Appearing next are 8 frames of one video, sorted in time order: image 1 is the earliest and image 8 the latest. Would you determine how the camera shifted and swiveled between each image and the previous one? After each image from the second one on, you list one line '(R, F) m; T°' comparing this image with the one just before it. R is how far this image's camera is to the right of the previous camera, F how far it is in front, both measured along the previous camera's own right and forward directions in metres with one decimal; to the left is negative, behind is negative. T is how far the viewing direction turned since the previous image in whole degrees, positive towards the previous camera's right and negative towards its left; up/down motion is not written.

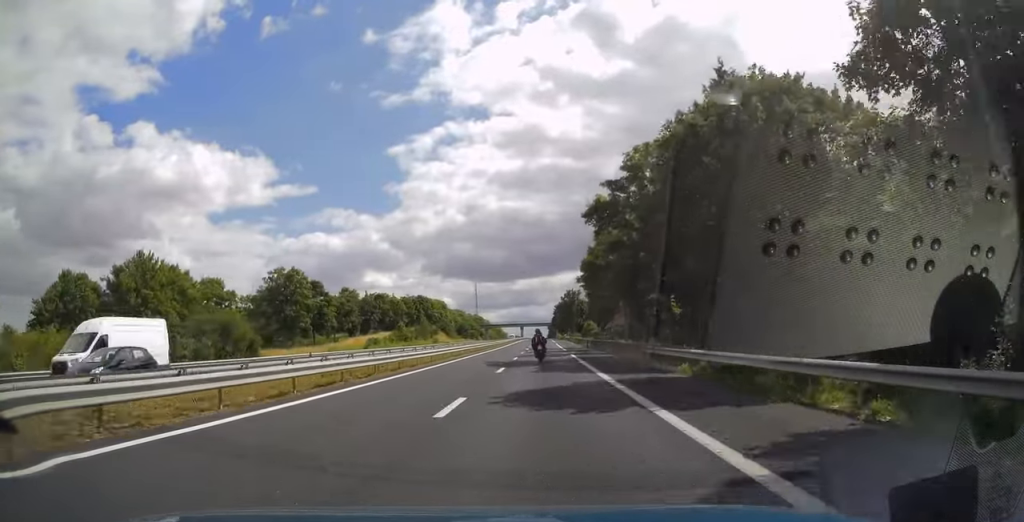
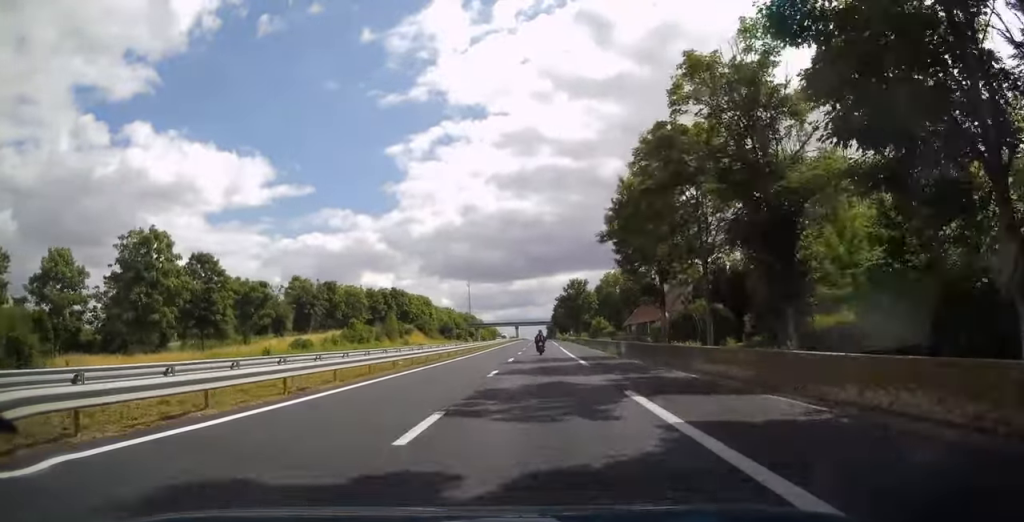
(-0.1, +29.8) m; 0°
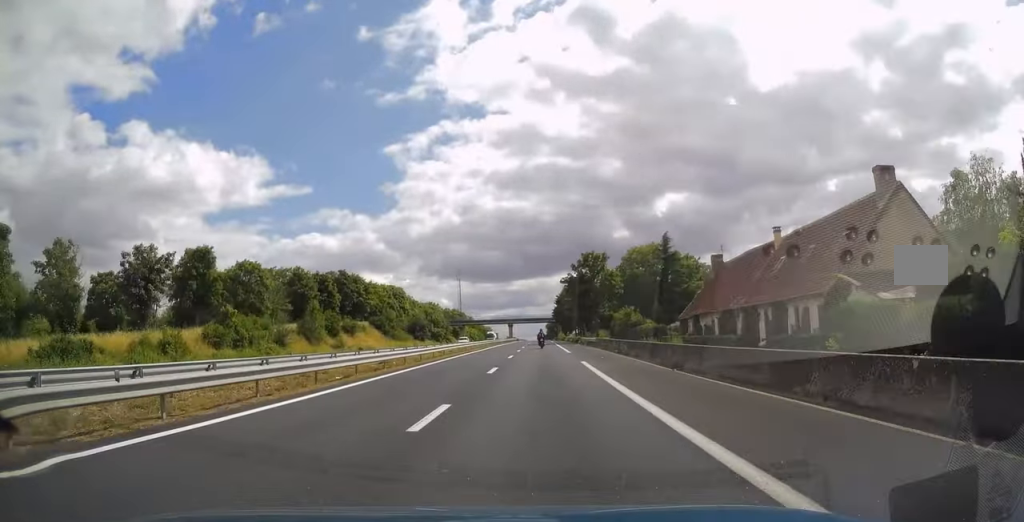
(+0.2, +41.4) m; 0°
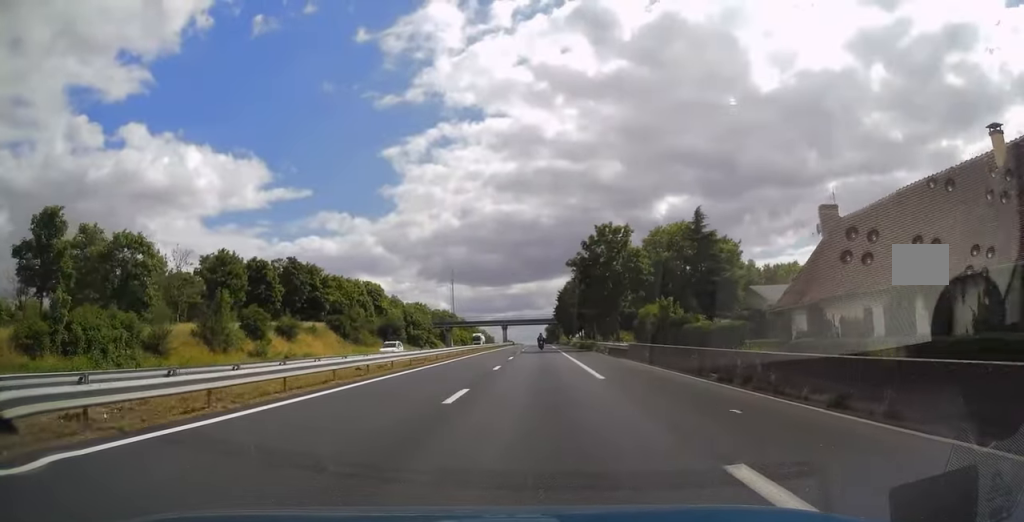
(0.0, +21.6) m; 0°
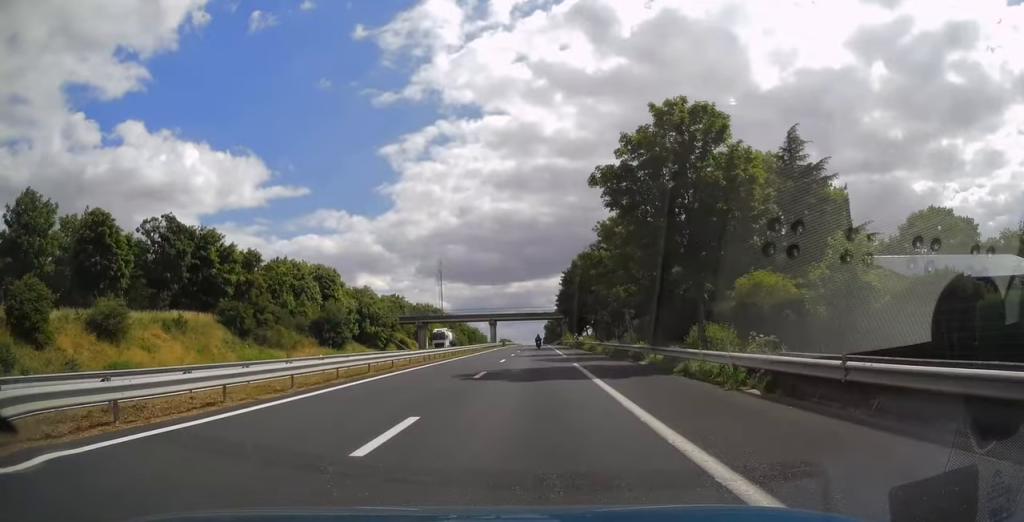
(0.0, +30.1) m; 0°
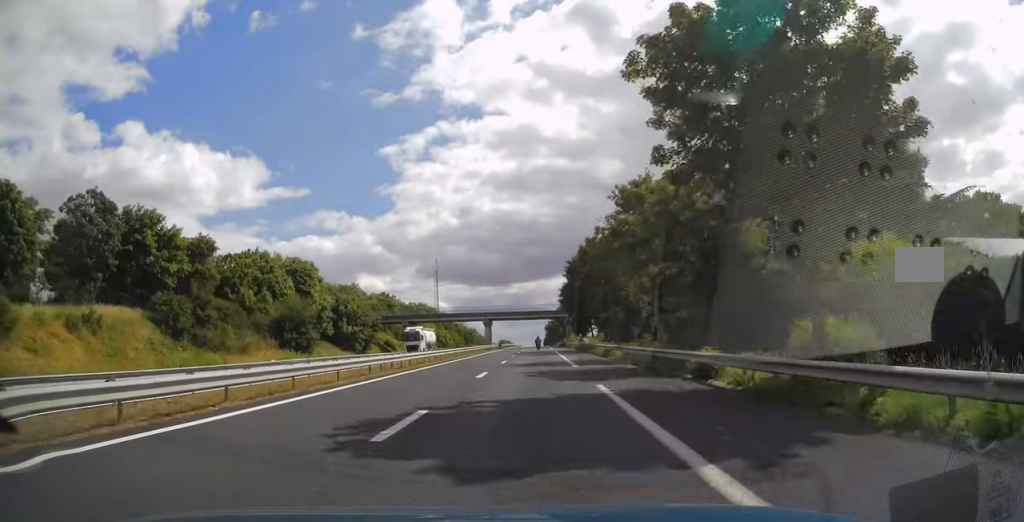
(0.0, +11.9) m; 0°
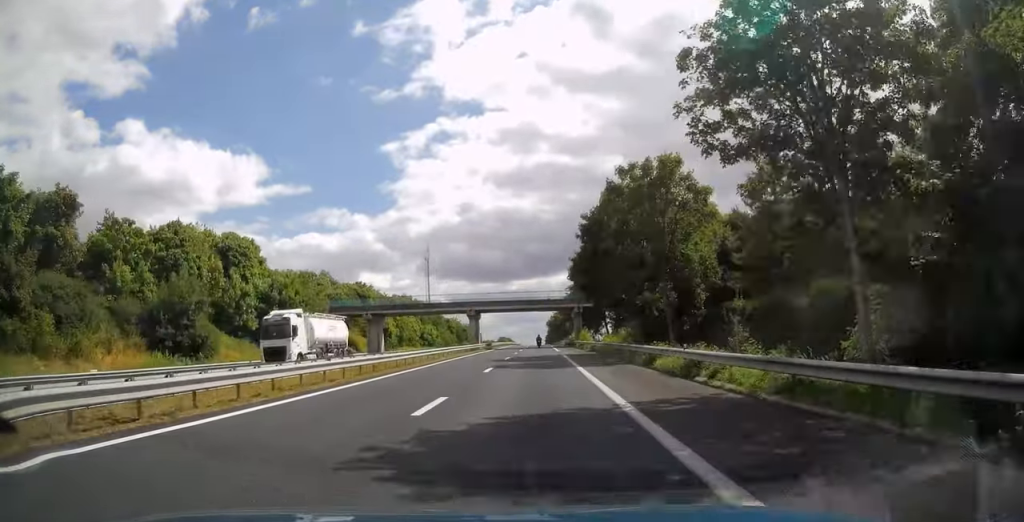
(0.0, +24.4) m; 0°
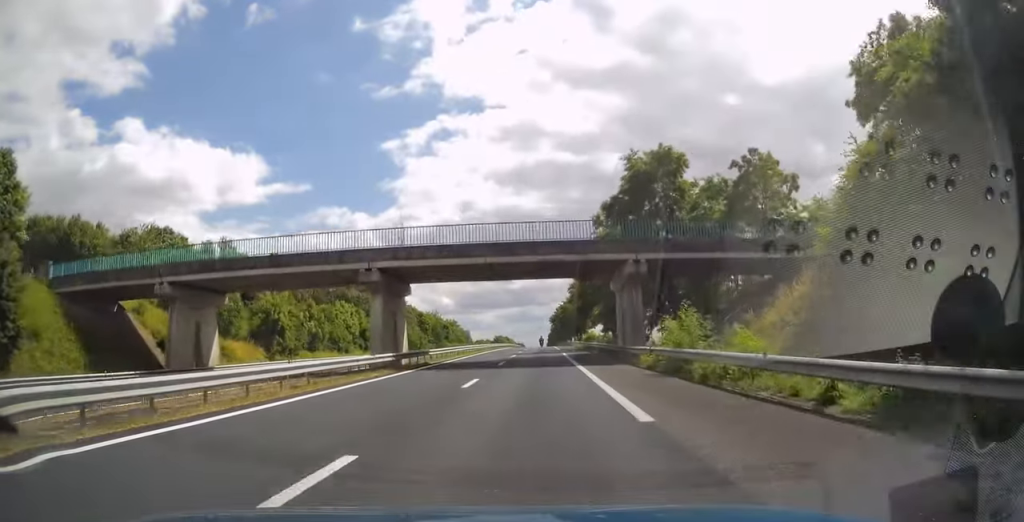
(-0.1, +41.6) m; 0°
